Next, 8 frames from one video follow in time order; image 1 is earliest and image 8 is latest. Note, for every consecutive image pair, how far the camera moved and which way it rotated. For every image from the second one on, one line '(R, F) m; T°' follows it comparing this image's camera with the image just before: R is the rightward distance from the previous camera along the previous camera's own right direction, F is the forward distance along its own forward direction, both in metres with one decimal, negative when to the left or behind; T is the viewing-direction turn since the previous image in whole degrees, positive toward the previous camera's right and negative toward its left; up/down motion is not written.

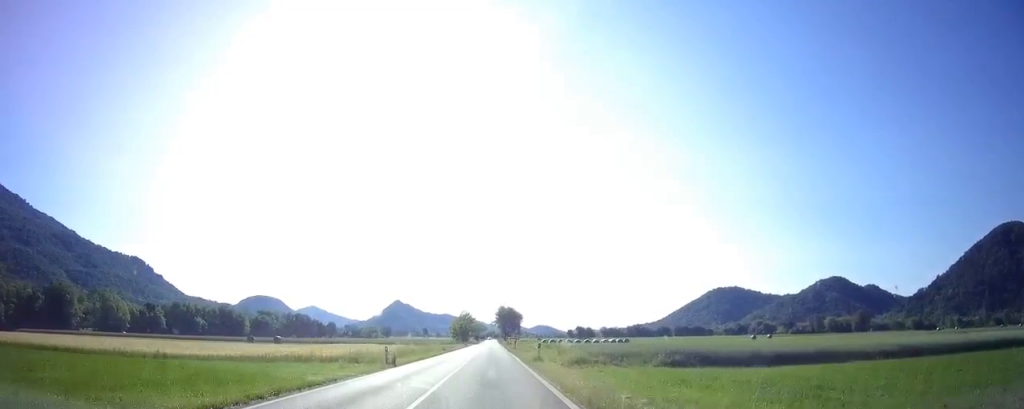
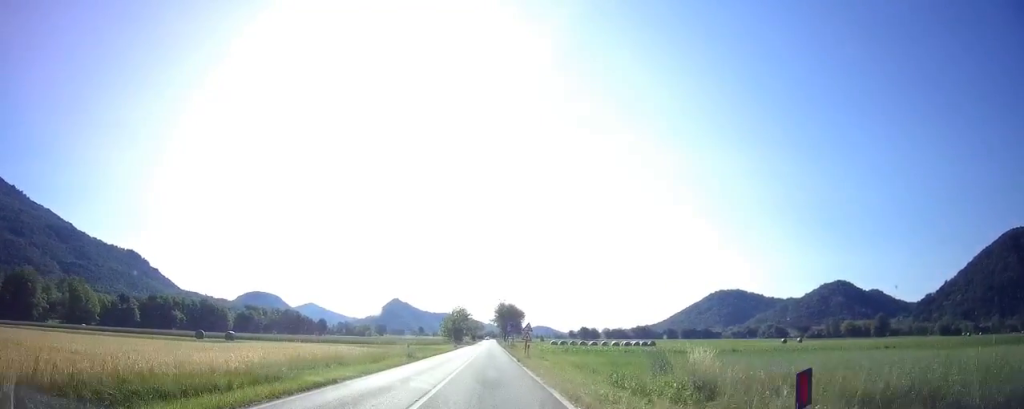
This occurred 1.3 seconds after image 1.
(0.0, +21.8) m; 0°
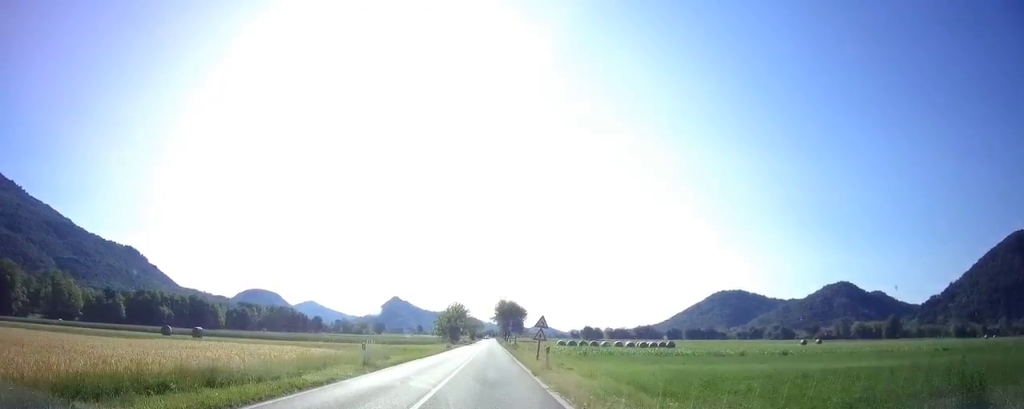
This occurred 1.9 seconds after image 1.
(0.0, +11.4) m; 0°
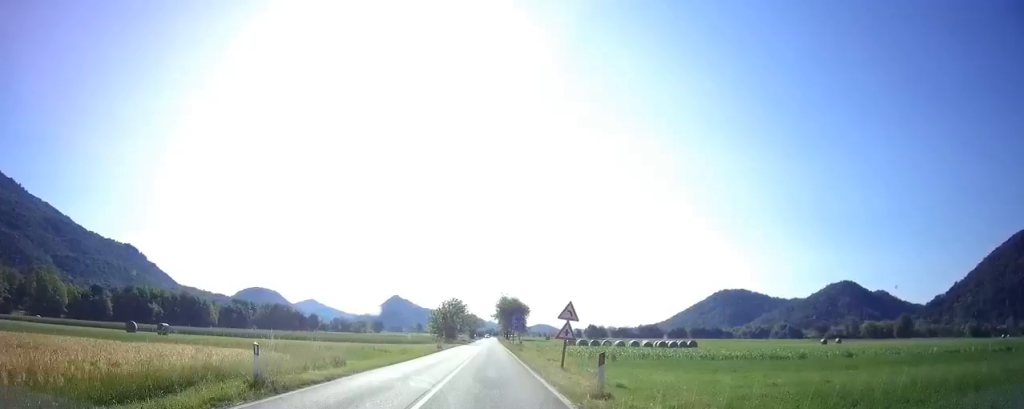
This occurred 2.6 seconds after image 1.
(0.0, +10.9) m; 0°
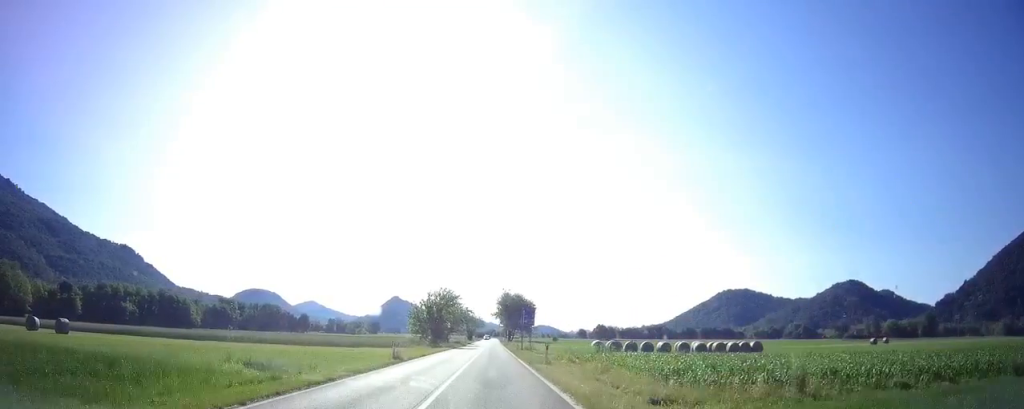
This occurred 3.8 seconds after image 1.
(+0.3, +21.6) m; +2°
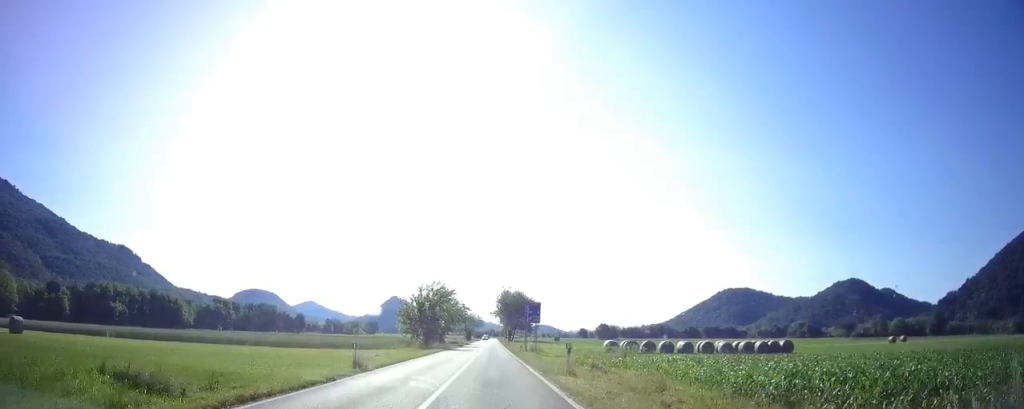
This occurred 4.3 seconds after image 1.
(+0.2, +7.4) m; 0°
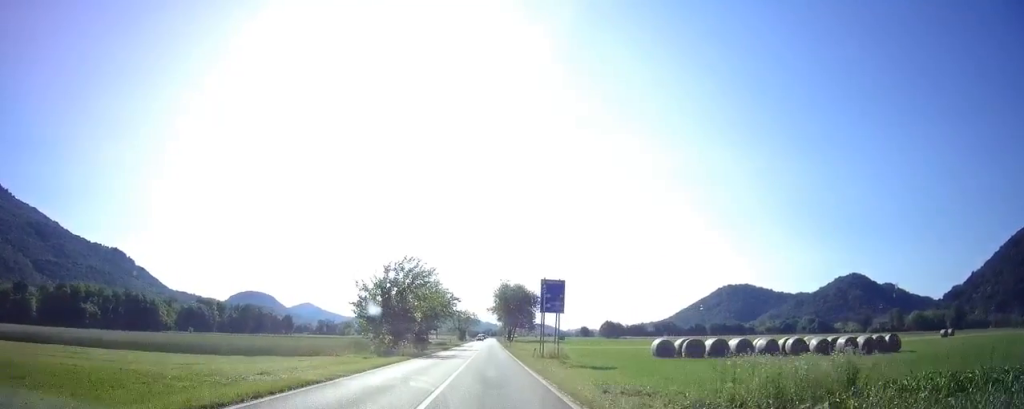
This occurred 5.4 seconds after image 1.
(-0.1, +18.6) m; -1°
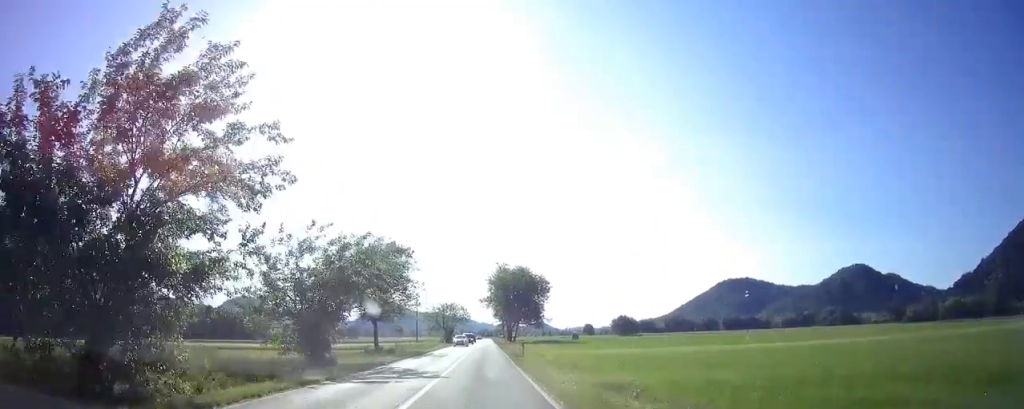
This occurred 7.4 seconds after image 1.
(-0.3, +33.7) m; +1°
